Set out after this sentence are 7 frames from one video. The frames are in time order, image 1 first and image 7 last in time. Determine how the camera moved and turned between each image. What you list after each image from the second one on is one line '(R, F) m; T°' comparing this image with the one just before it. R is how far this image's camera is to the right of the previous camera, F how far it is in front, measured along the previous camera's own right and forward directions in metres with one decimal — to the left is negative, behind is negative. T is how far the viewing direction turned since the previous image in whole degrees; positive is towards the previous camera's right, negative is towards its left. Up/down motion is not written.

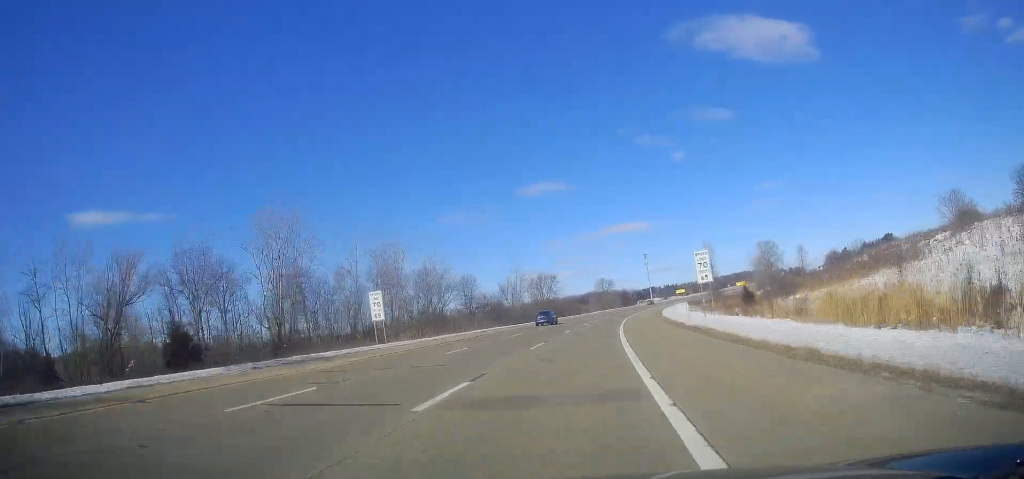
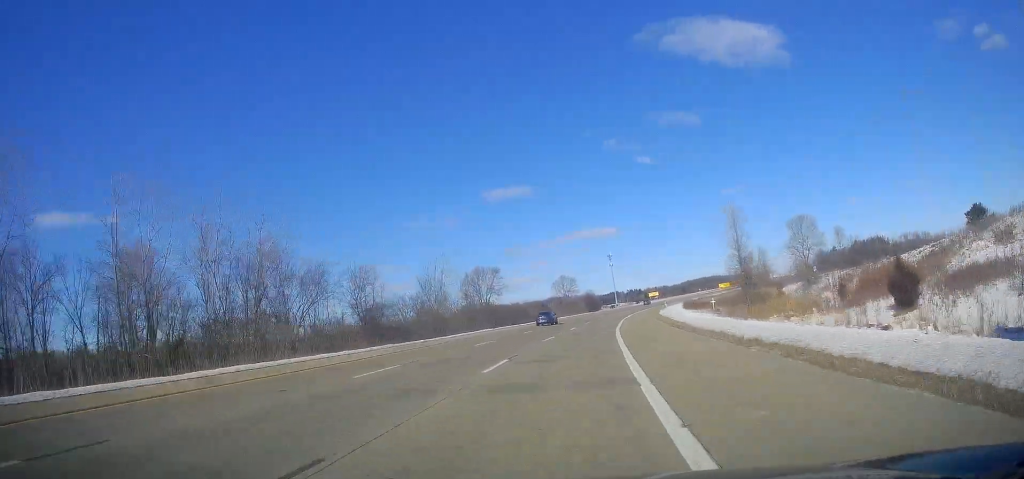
(+1.8, +39.4) m; +5°
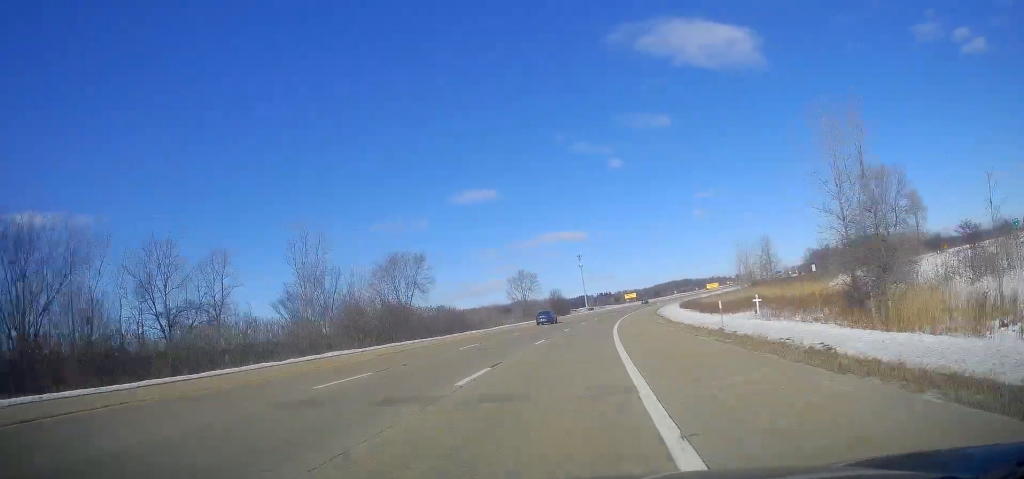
(+0.9, +33.1) m; +3°
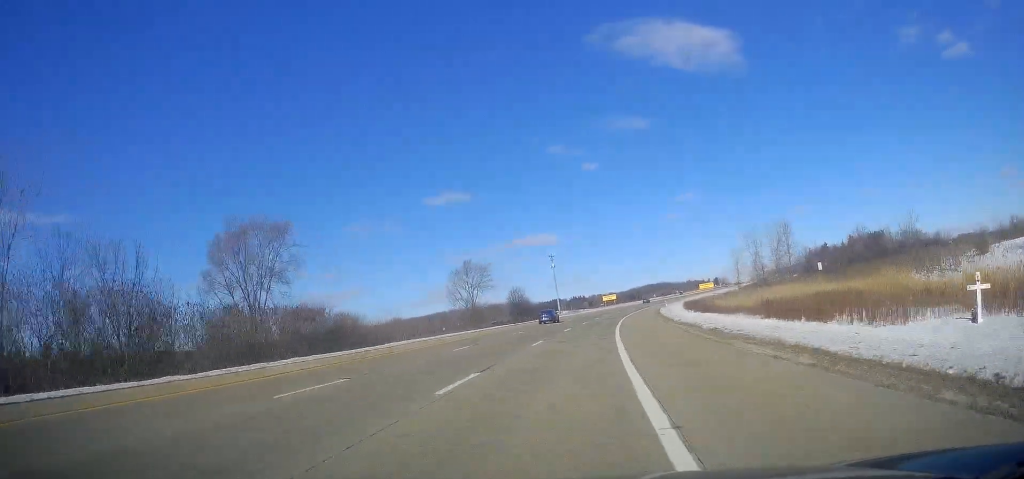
(+0.6, +32.3) m; +3°
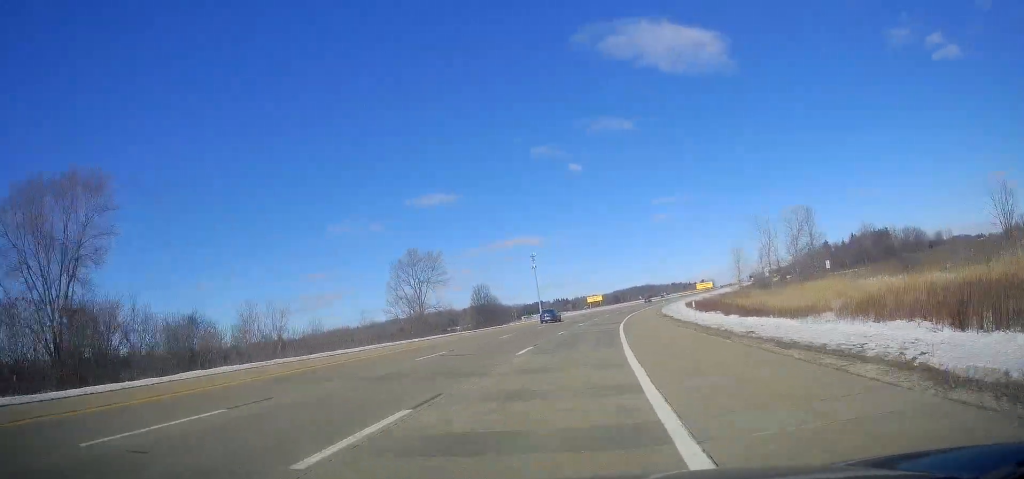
(+0.3, +21.3) m; +2°
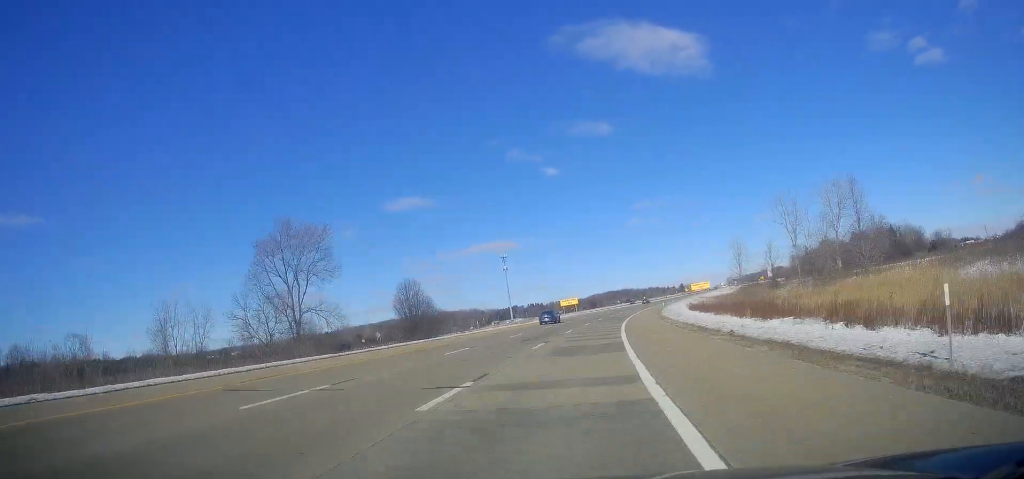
(+0.5, +27.0) m; +2°
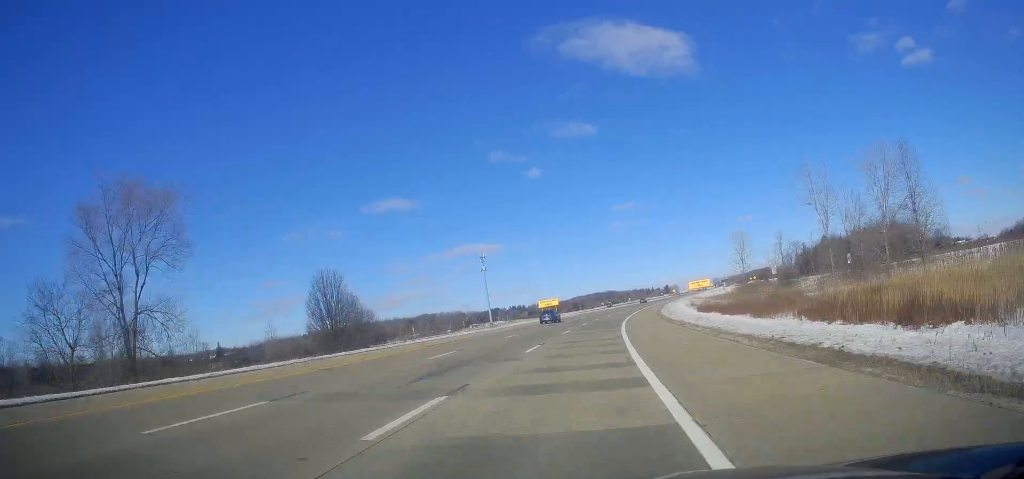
(+0.2, +18.0) m; +2°
